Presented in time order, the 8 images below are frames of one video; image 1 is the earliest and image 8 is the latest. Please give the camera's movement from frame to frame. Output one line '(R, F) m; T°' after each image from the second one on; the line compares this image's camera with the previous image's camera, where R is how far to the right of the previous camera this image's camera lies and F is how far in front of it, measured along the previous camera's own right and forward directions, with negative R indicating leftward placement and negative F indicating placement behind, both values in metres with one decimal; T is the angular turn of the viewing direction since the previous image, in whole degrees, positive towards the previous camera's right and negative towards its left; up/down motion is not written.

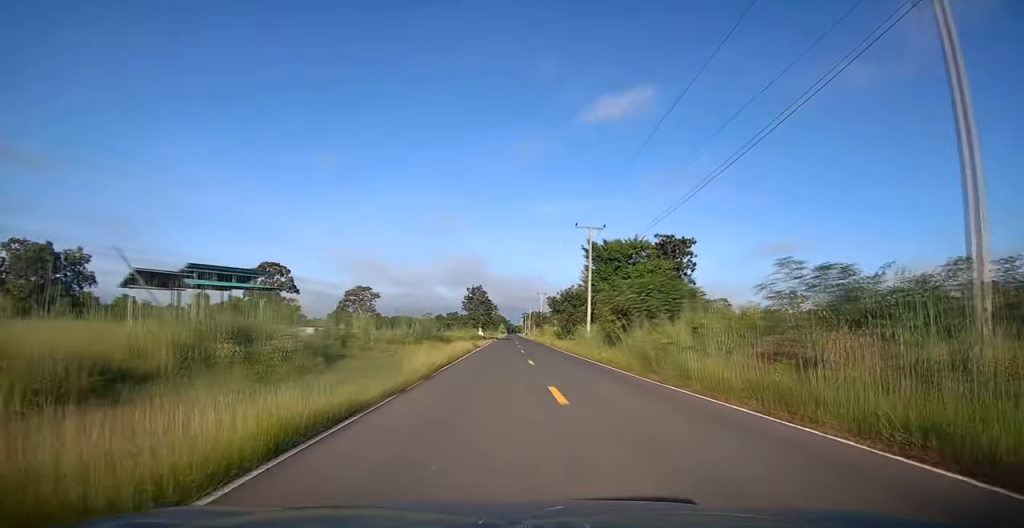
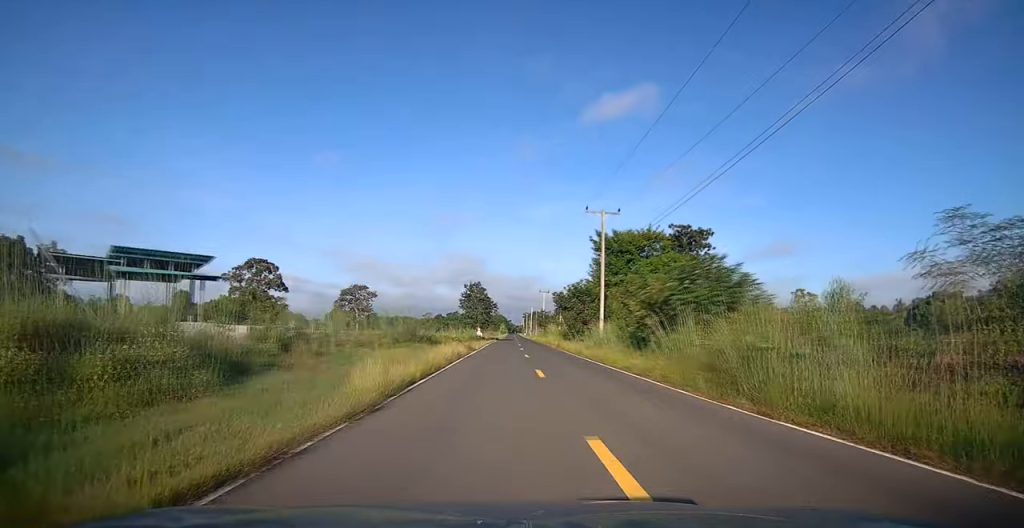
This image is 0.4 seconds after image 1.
(+0.1, +6.0) m; 0°
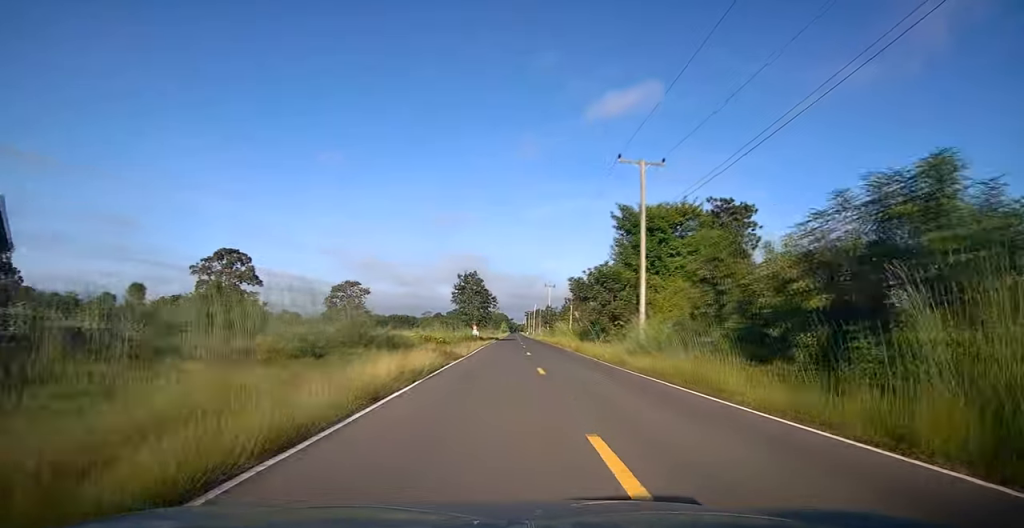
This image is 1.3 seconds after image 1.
(+0.1, +12.0) m; 0°
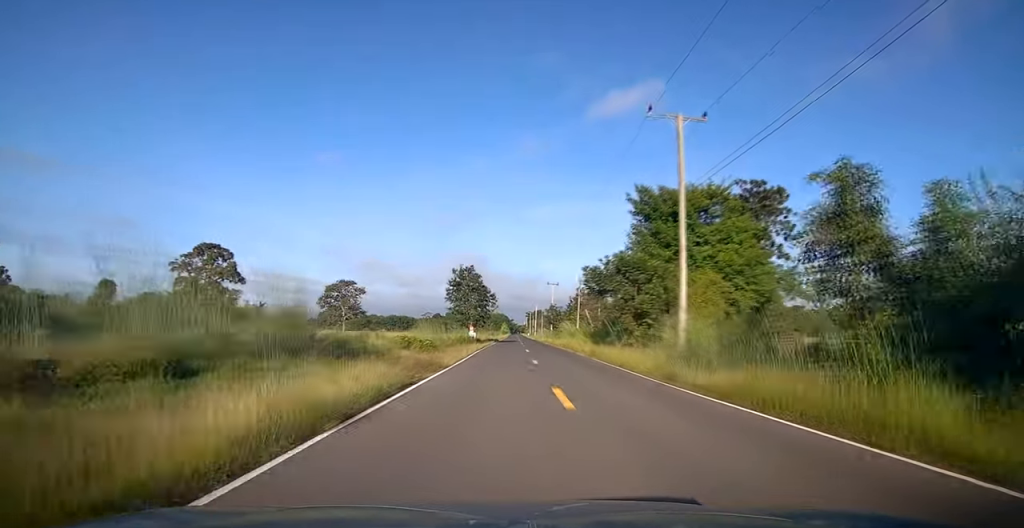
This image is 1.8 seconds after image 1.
(0.0, +6.5) m; 0°
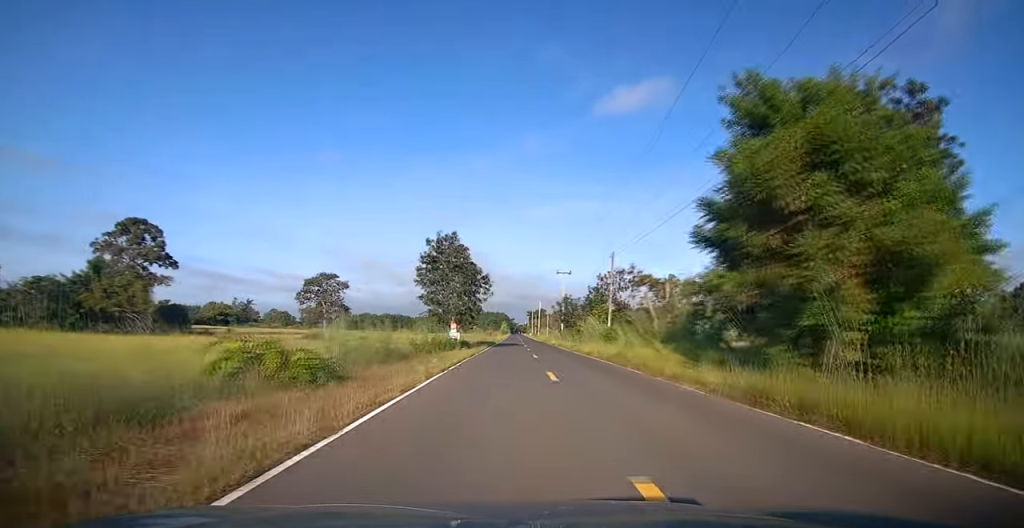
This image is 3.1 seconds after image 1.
(-0.1, +19.2) m; -1°
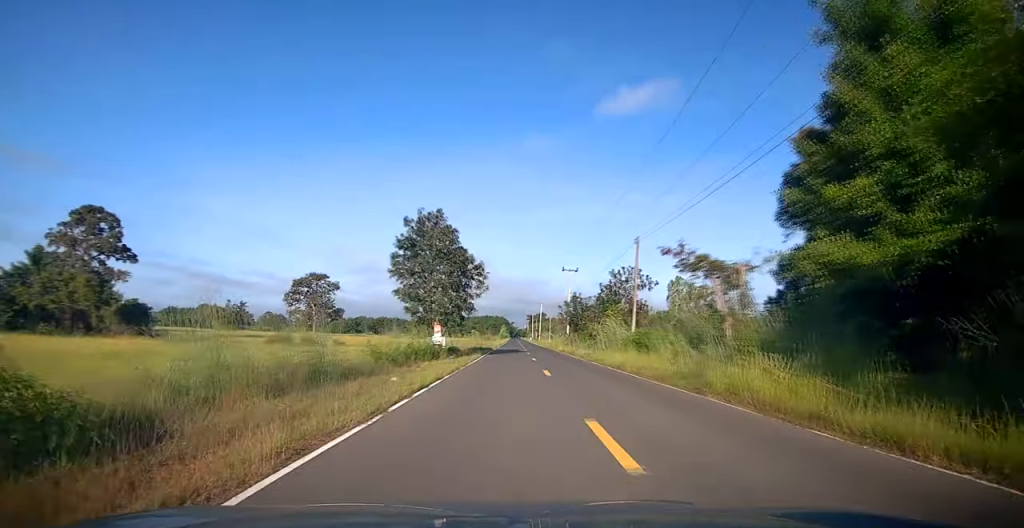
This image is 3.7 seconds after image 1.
(0.0, +8.5) m; 0°
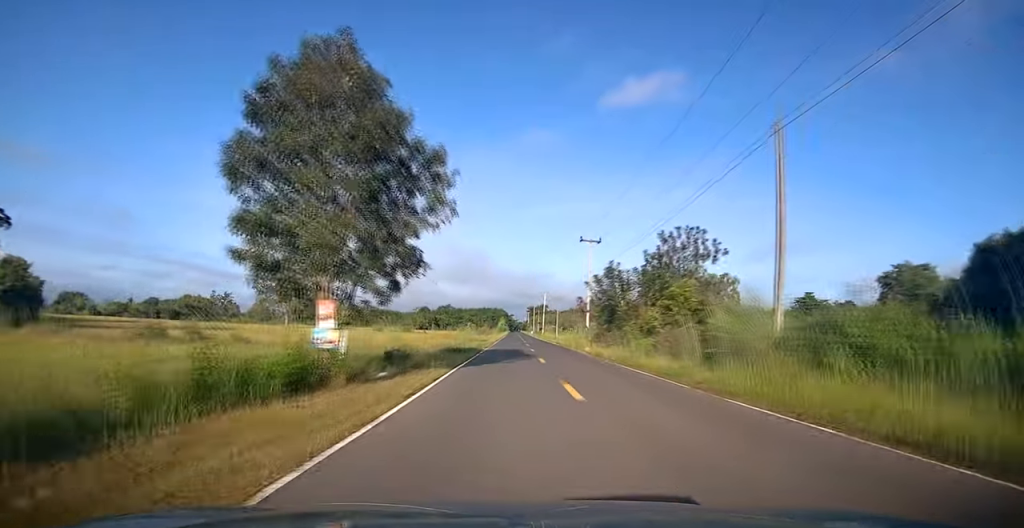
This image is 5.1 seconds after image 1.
(0.0, +18.9) m; 0°
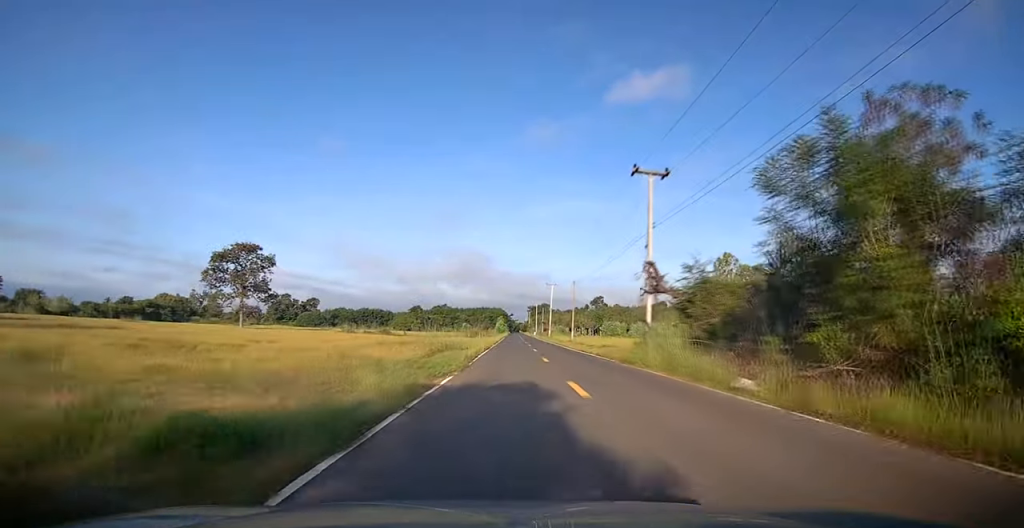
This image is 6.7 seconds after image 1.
(0.0, +23.9) m; 0°
